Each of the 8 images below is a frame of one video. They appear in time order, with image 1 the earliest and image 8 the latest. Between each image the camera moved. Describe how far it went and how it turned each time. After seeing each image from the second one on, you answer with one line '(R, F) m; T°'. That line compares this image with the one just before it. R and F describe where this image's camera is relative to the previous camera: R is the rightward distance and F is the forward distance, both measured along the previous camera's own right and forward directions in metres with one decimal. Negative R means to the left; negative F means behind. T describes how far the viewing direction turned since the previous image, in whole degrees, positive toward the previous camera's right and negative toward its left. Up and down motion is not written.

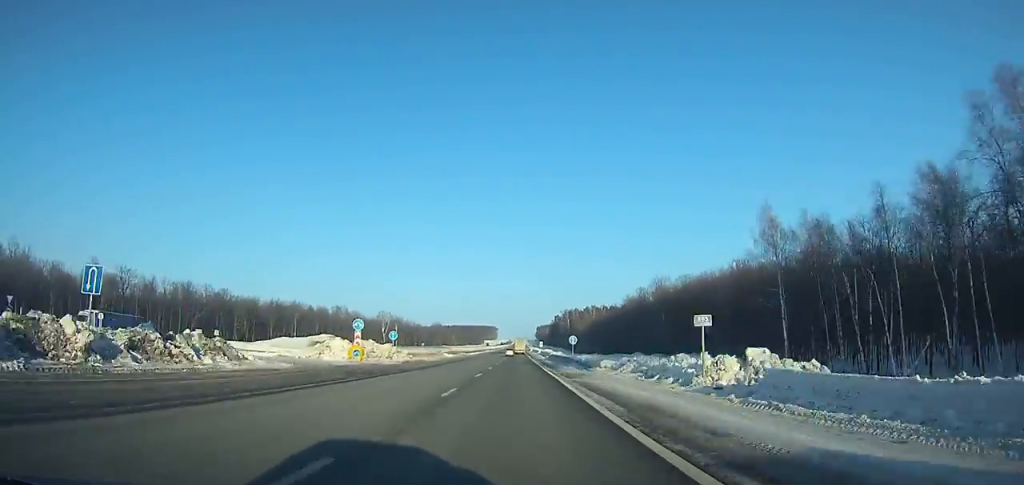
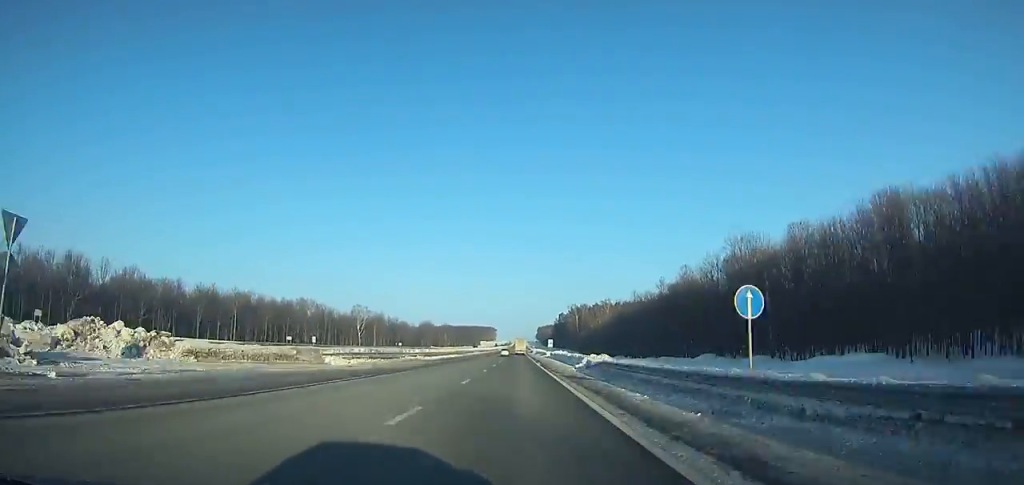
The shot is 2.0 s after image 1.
(0.0, +54.4) m; 0°
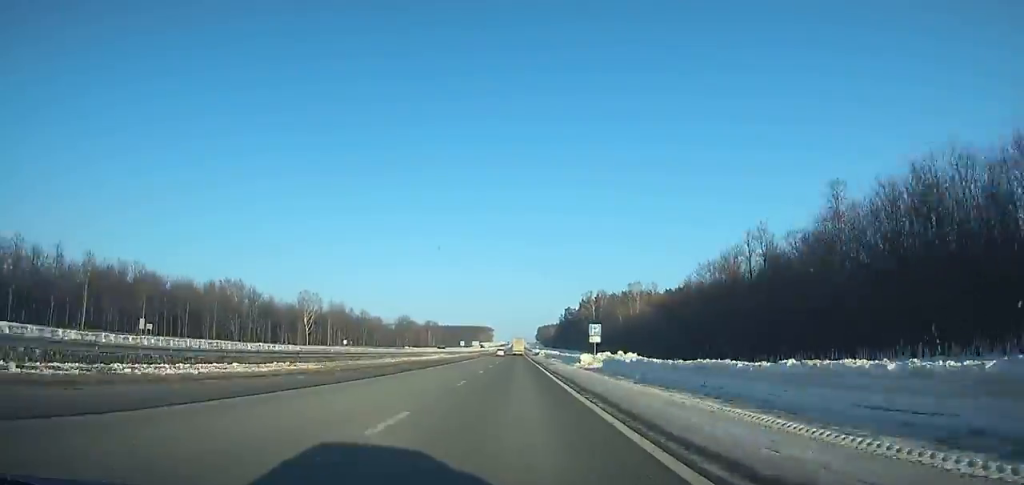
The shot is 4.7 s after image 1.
(+0.1, +73.6) m; 0°
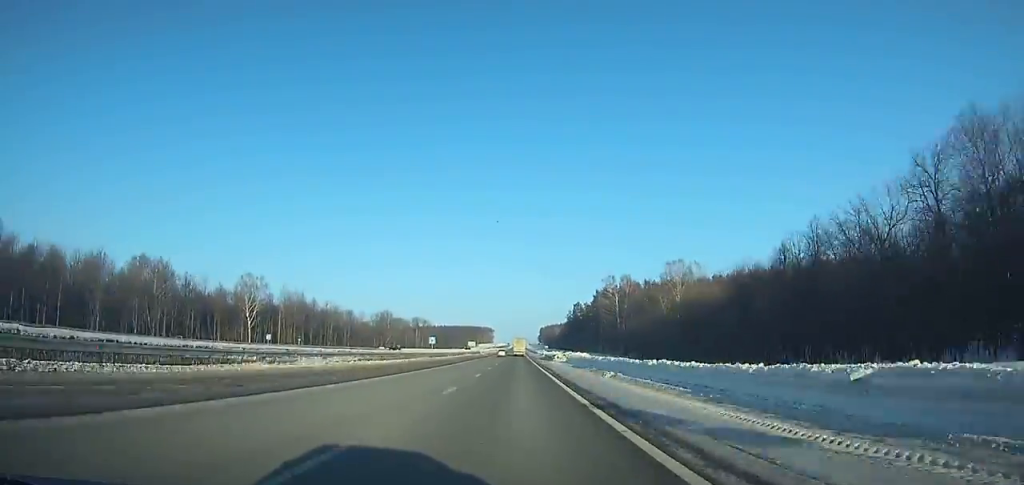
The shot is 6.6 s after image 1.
(-0.1, +52.0) m; 0°
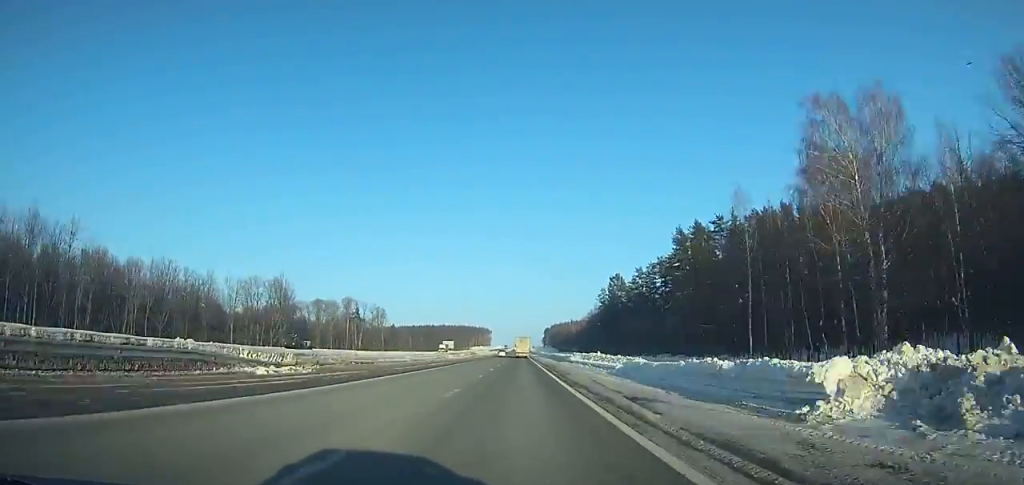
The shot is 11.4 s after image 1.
(+0.1, +132.2) m; 0°
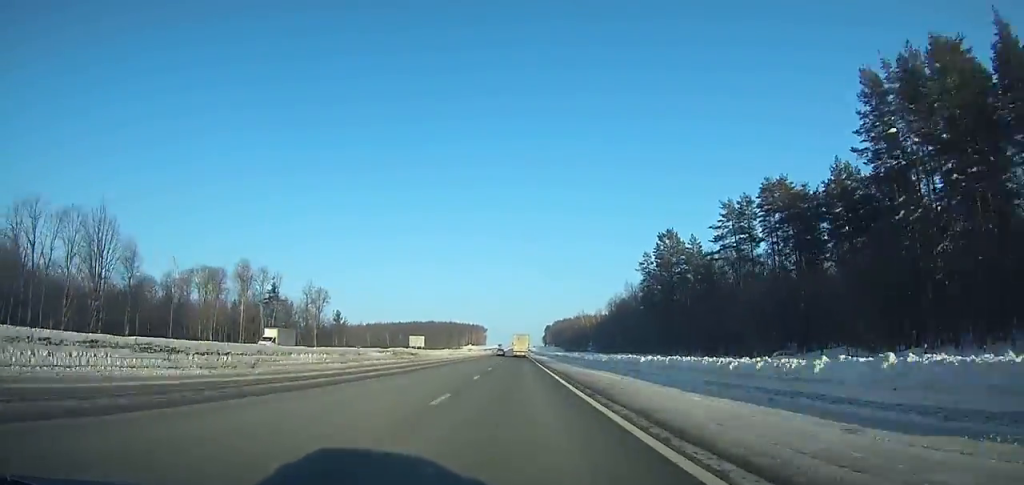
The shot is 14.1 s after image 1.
(-0.1, +74.9) m; 0°
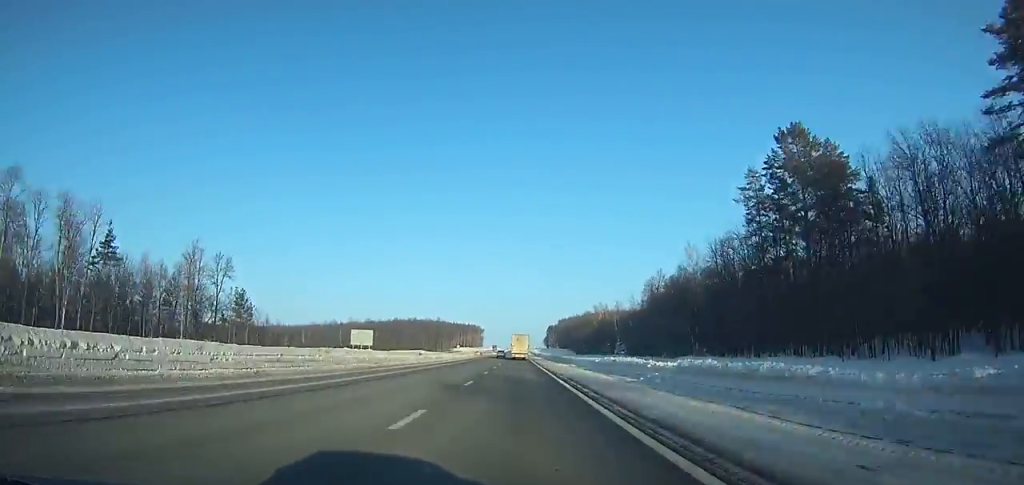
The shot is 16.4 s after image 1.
(+0.2, +64.3) m; 0°
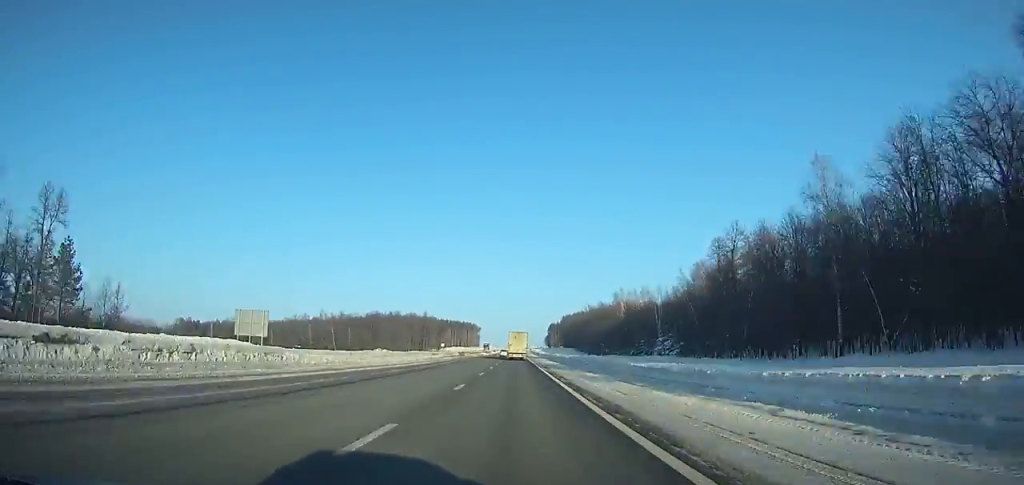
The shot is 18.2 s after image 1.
(-0.1, +50.7) m; 0°
